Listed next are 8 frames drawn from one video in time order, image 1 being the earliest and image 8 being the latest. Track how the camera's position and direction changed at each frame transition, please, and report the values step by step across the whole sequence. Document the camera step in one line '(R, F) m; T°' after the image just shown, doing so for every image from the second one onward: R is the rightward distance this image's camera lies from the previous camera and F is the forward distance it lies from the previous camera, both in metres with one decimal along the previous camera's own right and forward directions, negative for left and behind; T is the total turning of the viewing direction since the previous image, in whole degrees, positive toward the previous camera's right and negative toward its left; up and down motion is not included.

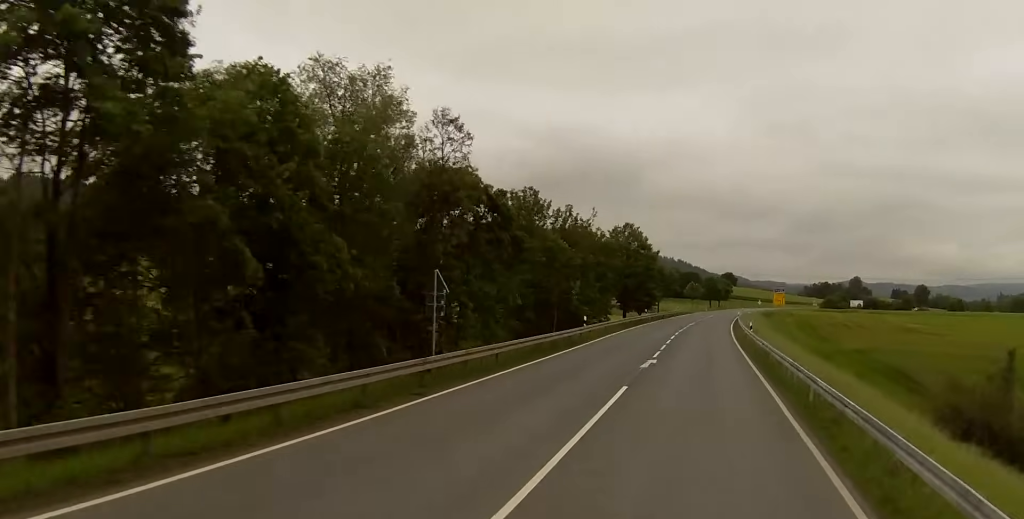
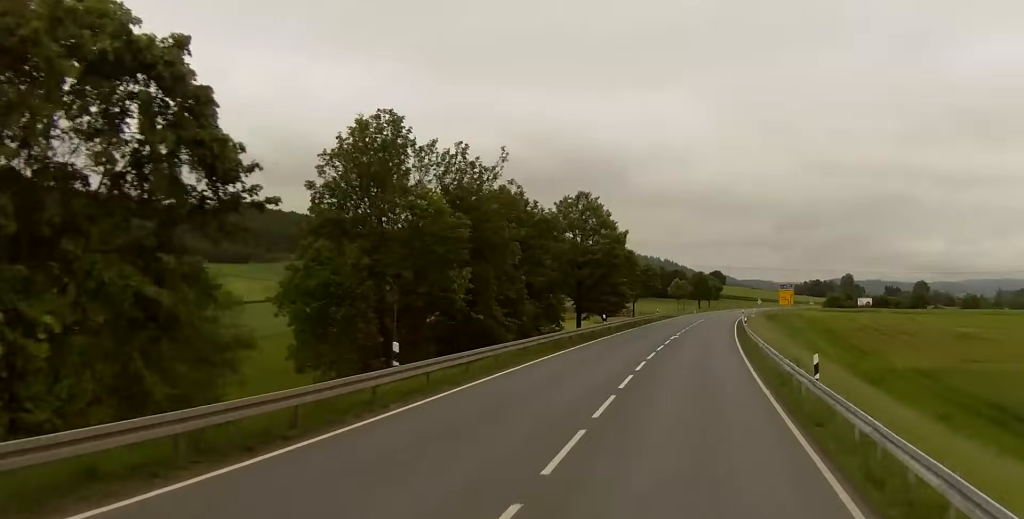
(+1.4, +31.0) m; +4°
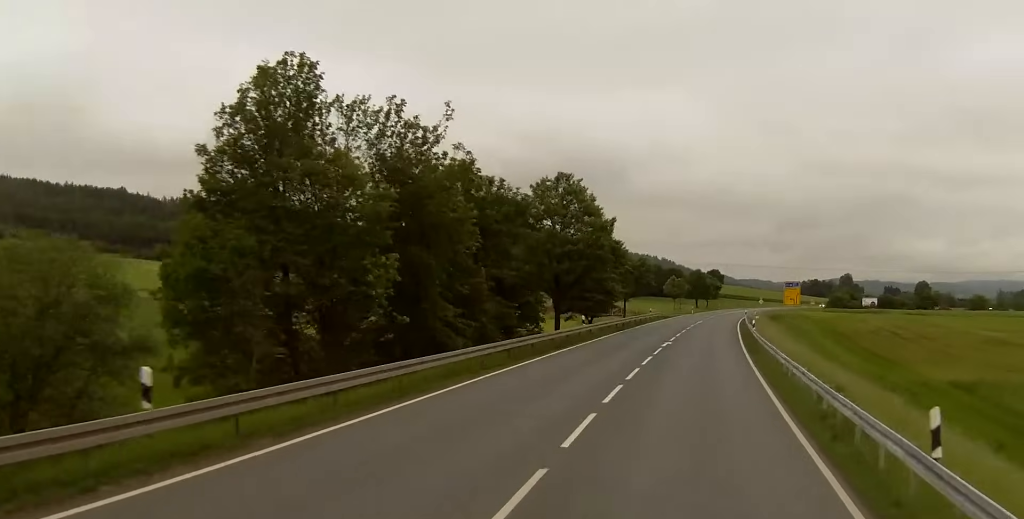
(+0.1, +10.1) m; 0°
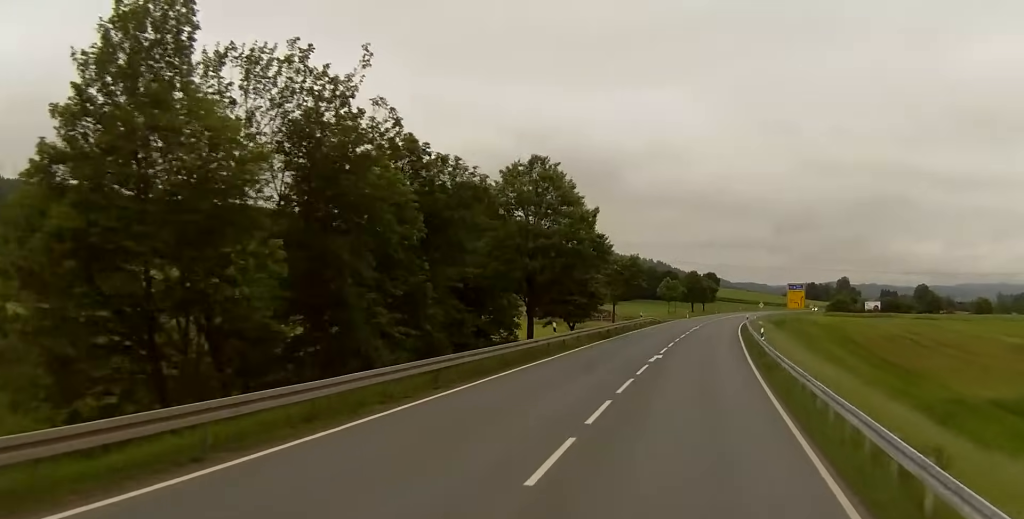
(+0.1, +8.9) m; -1°
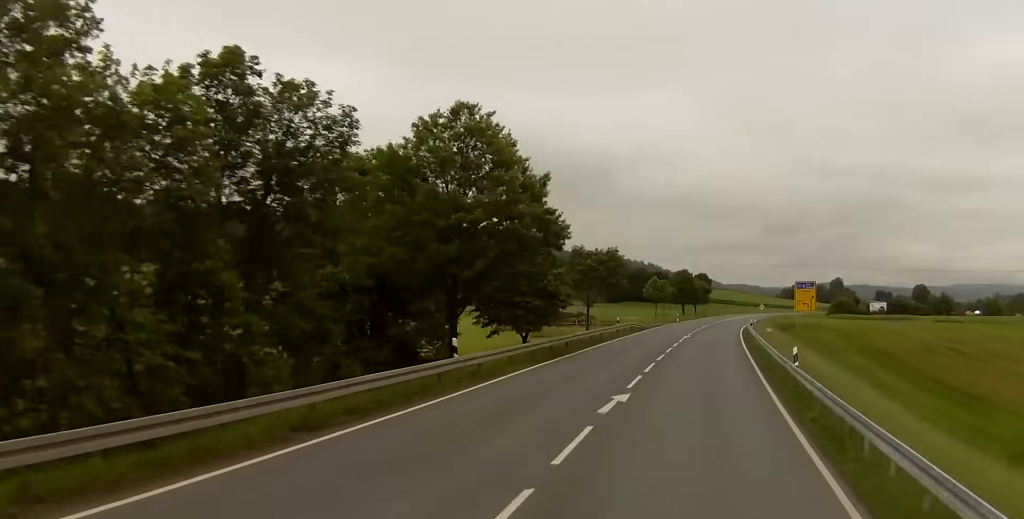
(-0.3, +15.9) m; 0°
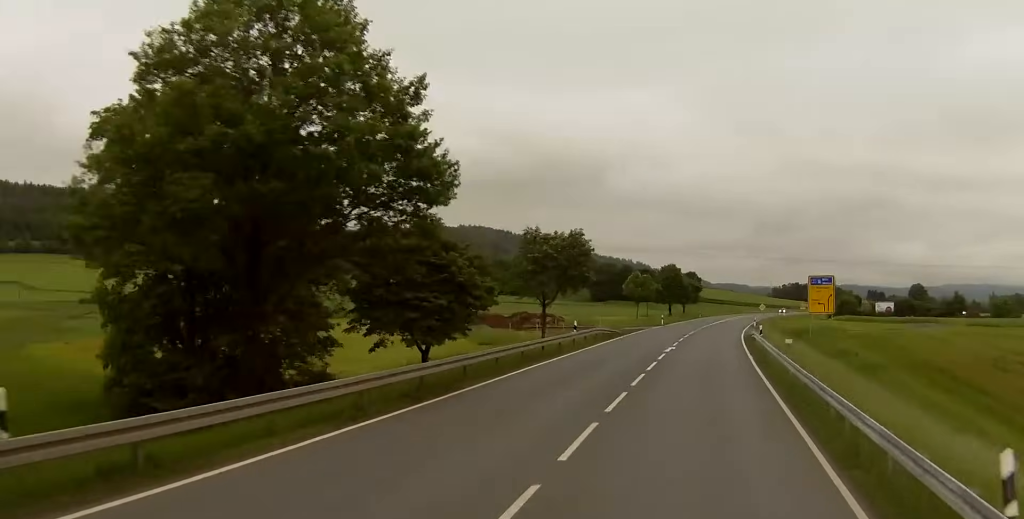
(+0.2, +17.7) m; +1°
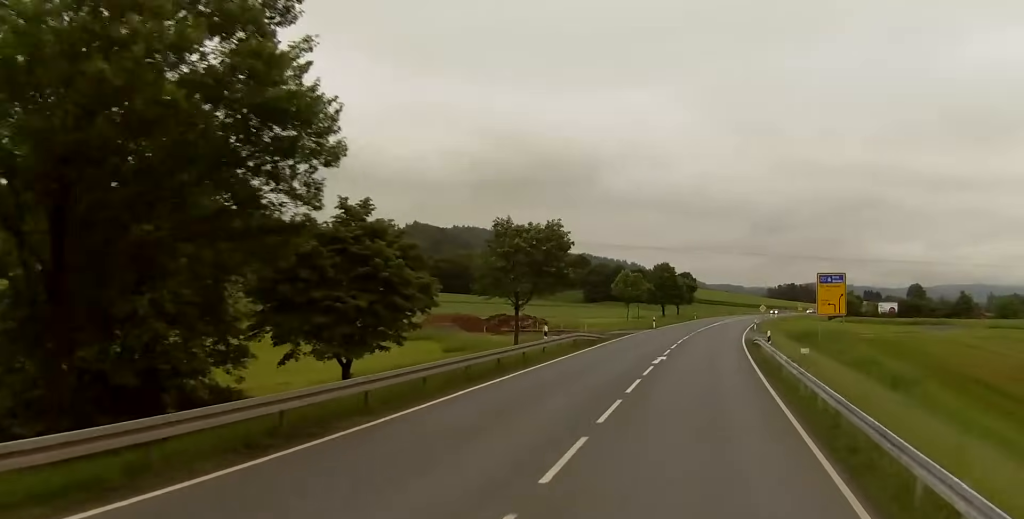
(+0.1, +7.7) m; +1°
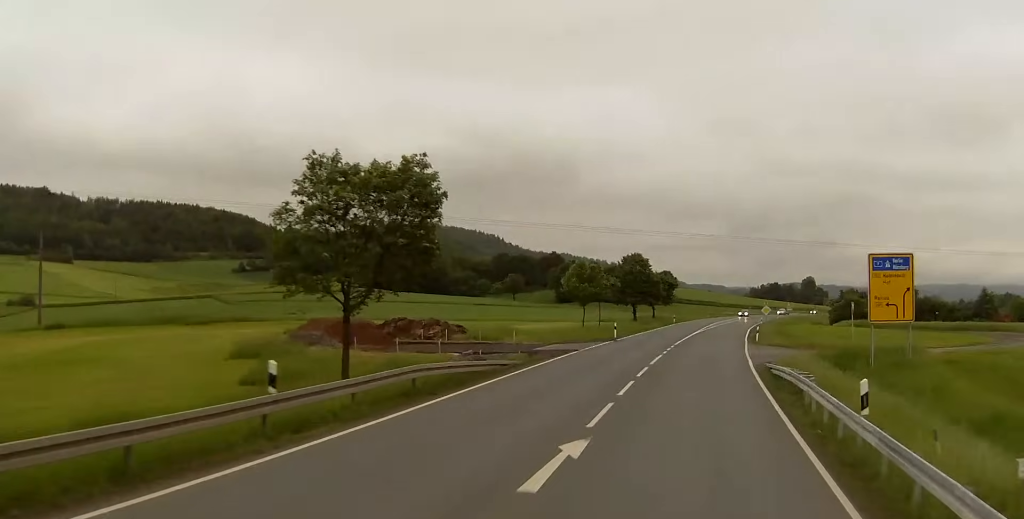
(0.0, +24.1) m; +1°
